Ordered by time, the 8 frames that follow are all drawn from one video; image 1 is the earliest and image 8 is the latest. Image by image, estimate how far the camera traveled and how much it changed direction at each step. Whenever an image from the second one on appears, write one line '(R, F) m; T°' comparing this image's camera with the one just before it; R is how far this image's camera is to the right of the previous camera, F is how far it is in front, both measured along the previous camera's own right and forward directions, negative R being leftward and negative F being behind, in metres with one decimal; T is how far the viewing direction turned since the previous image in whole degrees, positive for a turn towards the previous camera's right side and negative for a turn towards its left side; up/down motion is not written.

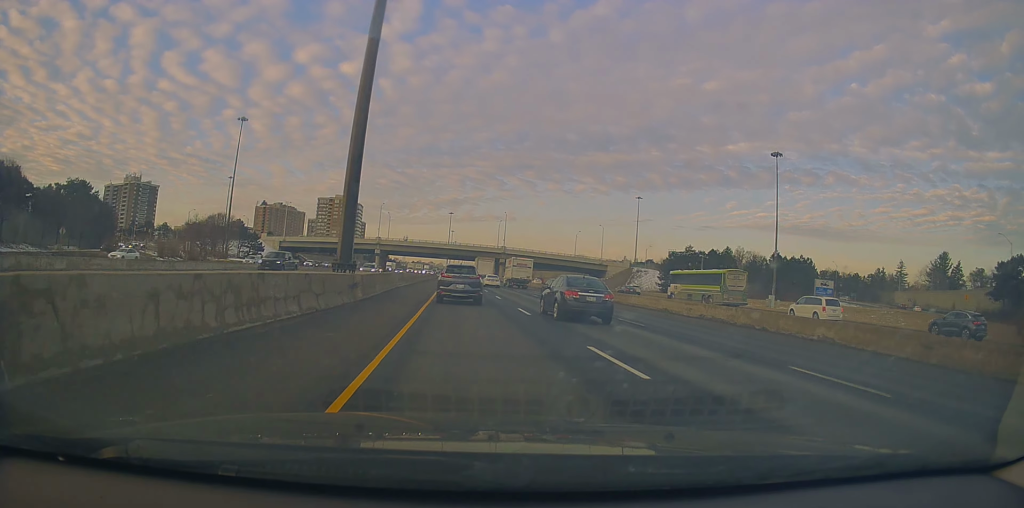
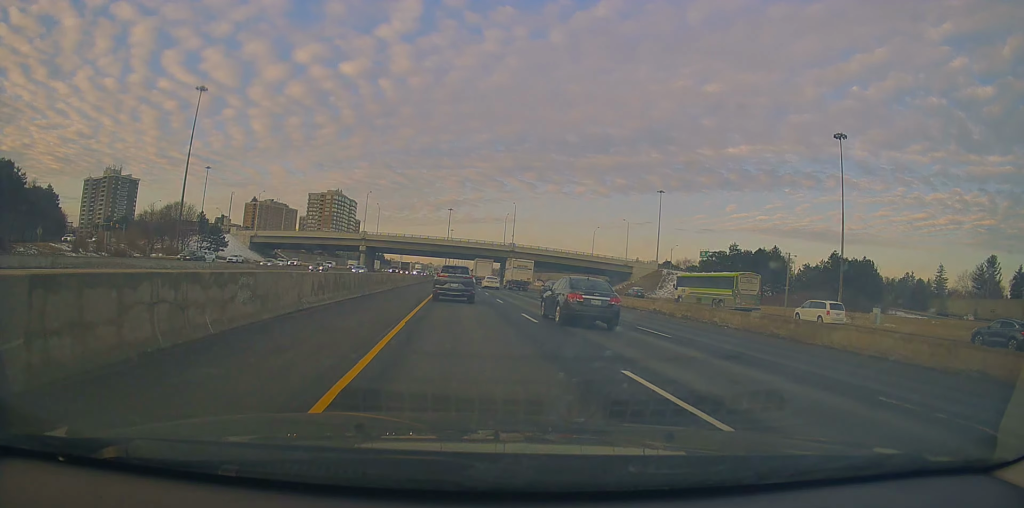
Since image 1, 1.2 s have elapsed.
(+0.4, +26.2) m; +1°
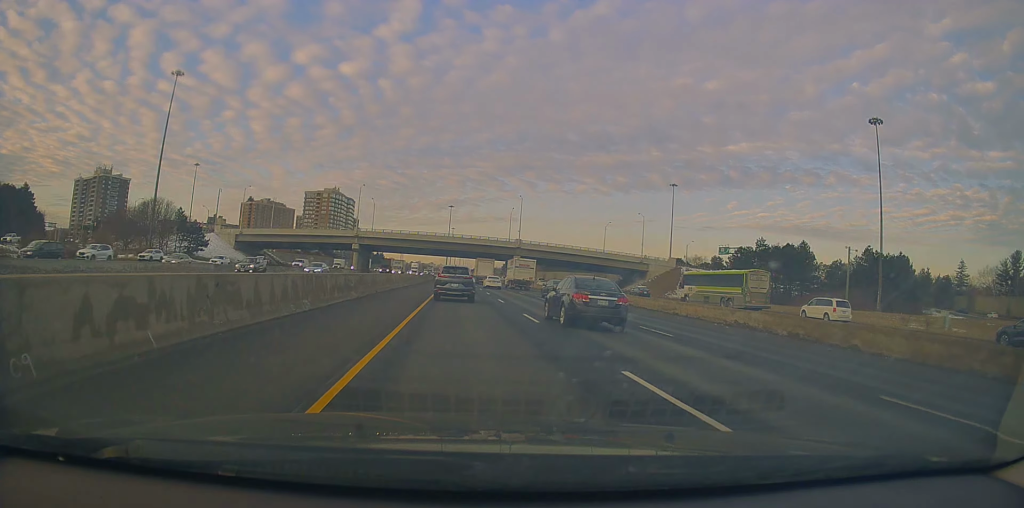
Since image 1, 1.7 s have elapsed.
(0.0, +11.8) m; 0°
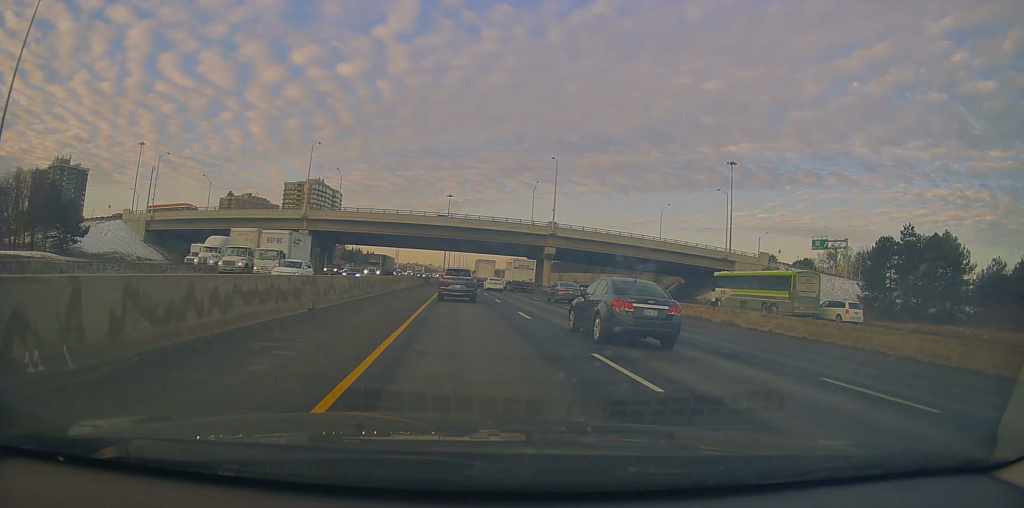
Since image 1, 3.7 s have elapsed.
(-0.5, +44.9) m; -1°
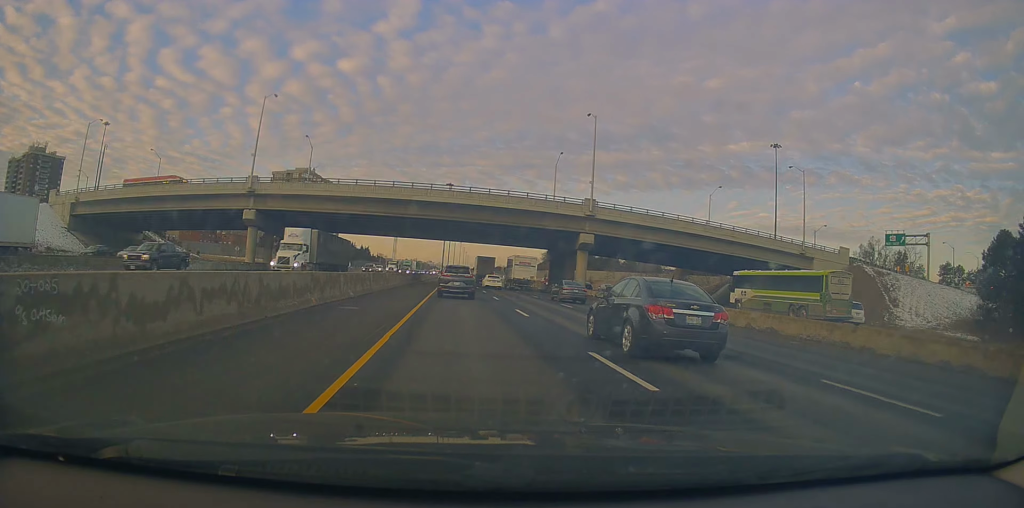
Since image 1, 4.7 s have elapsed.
(-0.1, +23.7) m; 0°
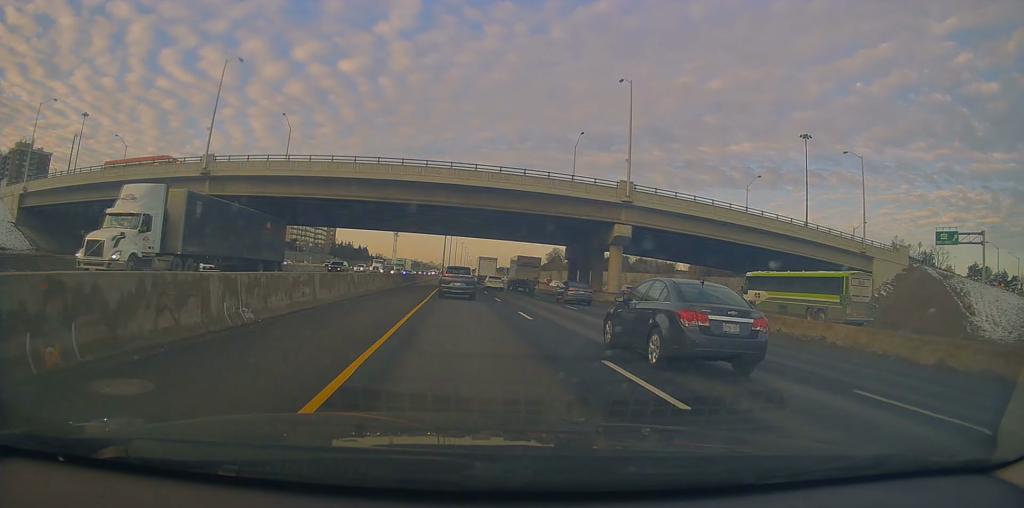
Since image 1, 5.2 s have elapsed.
(+0.4, +12.7) m; 0°
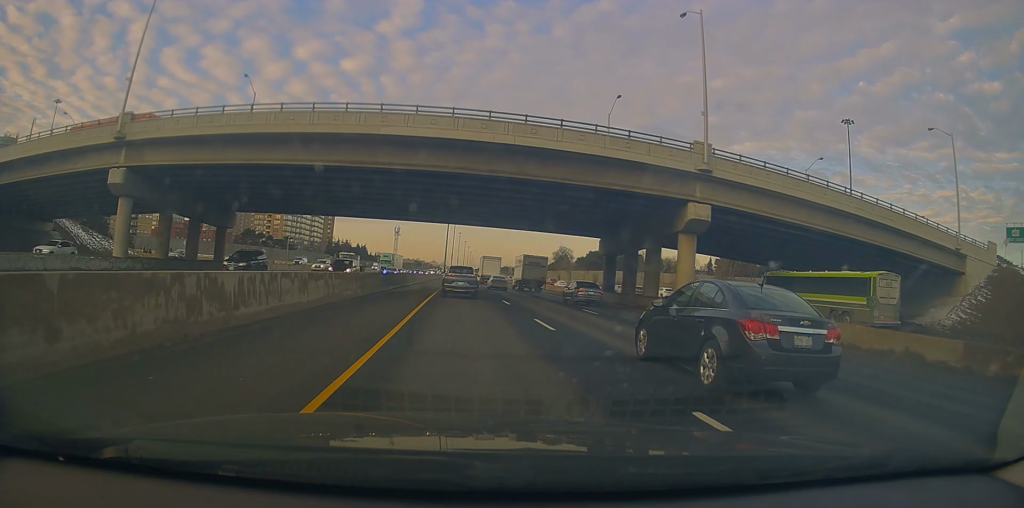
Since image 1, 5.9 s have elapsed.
(-0.3, +15.3) m; 0°
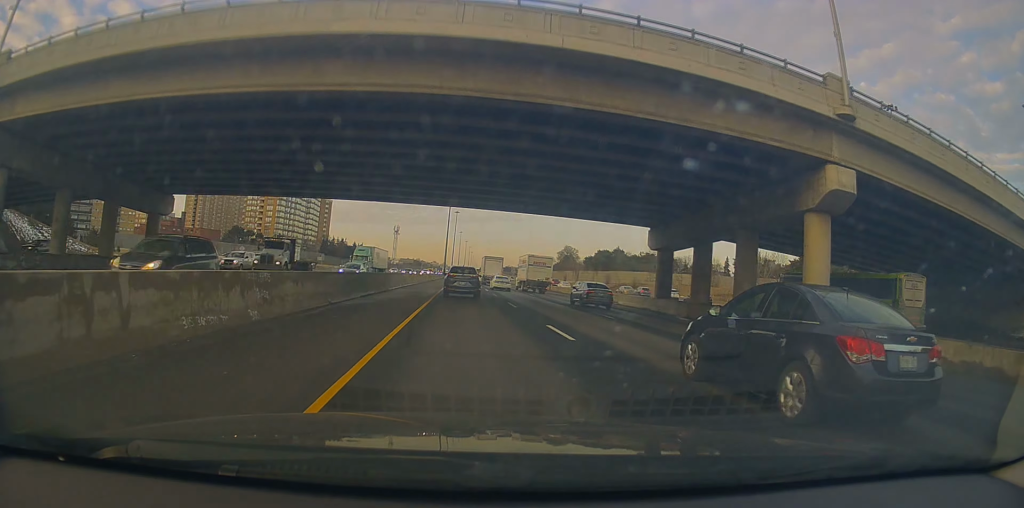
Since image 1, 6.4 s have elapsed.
(-0.2, +13.8) m; 0°
